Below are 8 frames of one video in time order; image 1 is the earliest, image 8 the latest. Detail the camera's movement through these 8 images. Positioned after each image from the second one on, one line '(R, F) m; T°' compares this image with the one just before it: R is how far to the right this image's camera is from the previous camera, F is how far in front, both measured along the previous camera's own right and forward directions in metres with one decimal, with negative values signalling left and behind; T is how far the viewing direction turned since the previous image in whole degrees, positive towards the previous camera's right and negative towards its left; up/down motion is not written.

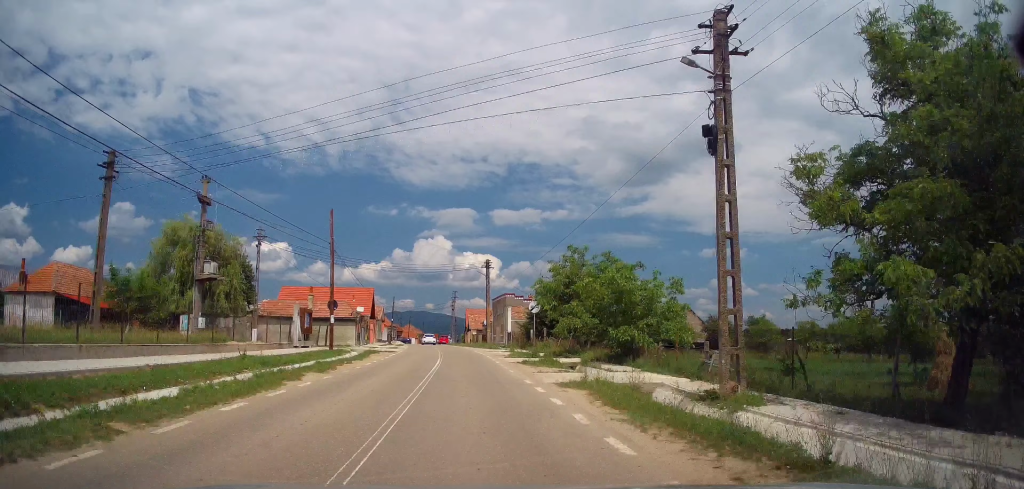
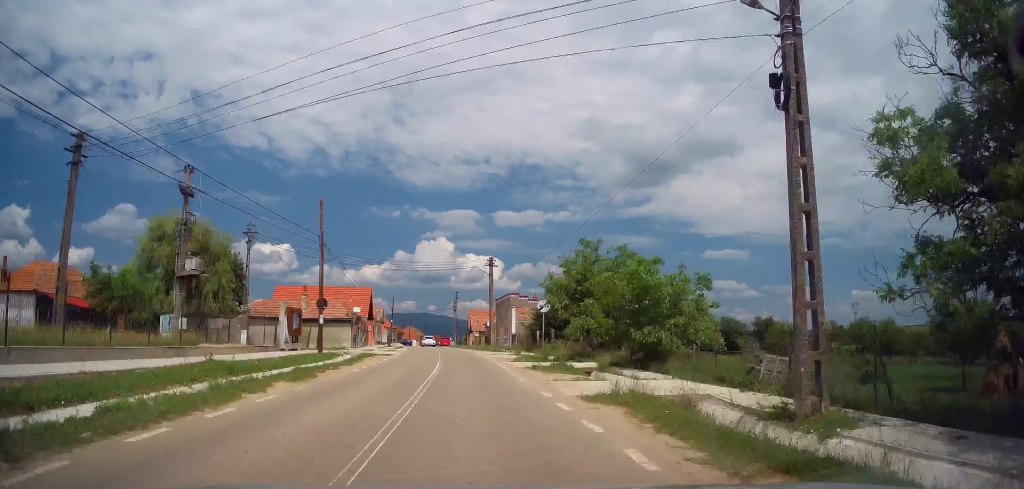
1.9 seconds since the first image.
(-0.2, +18.4) m; -2°
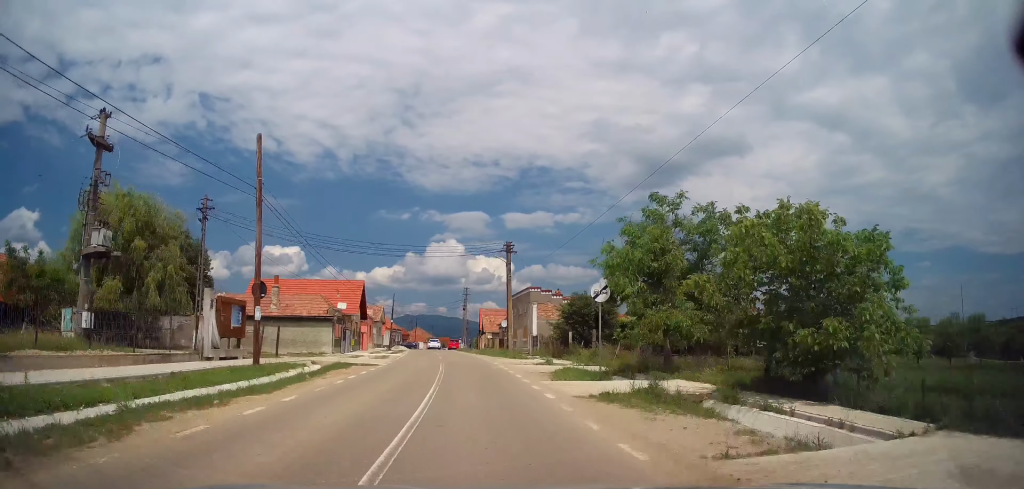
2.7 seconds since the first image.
(-0.2, +8.8) m; 0°
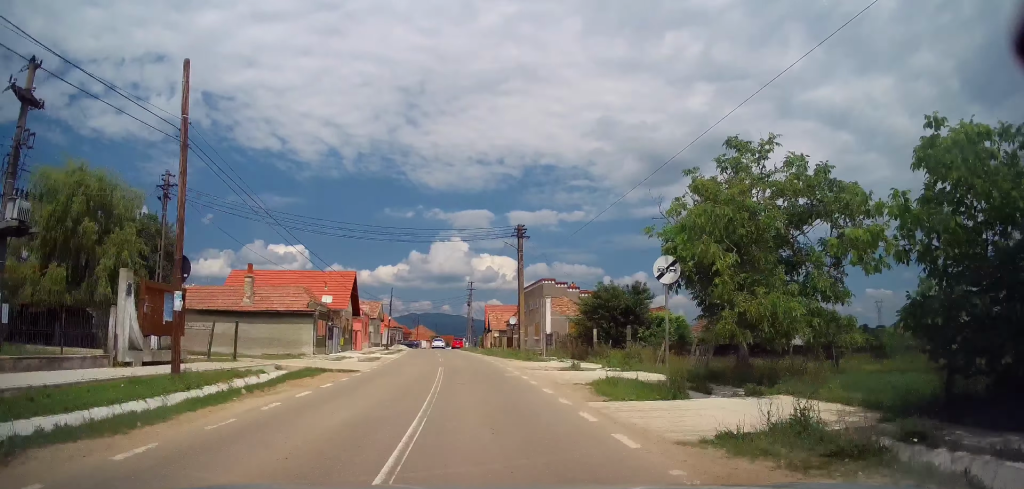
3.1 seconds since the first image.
(+0.2, +5.3) m; 0°
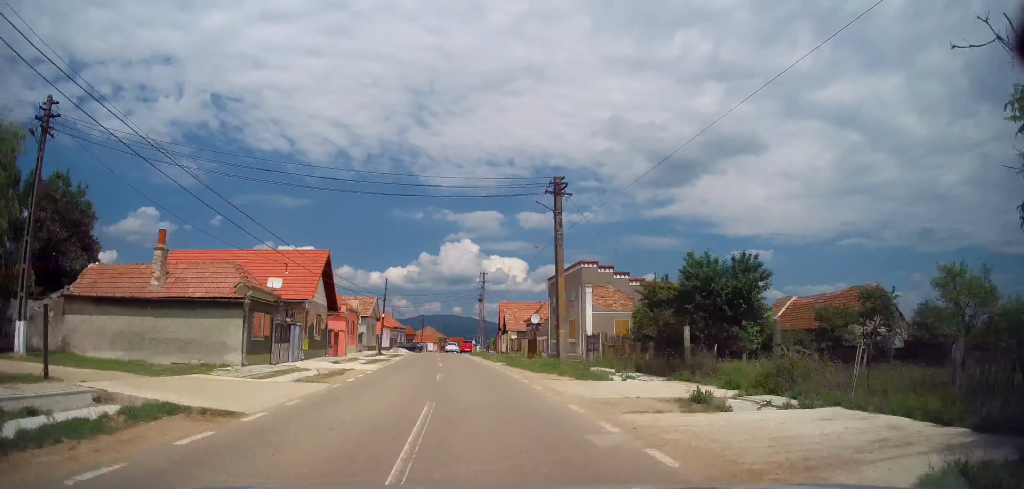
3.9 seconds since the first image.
(0.0, +10.8) m; -1°
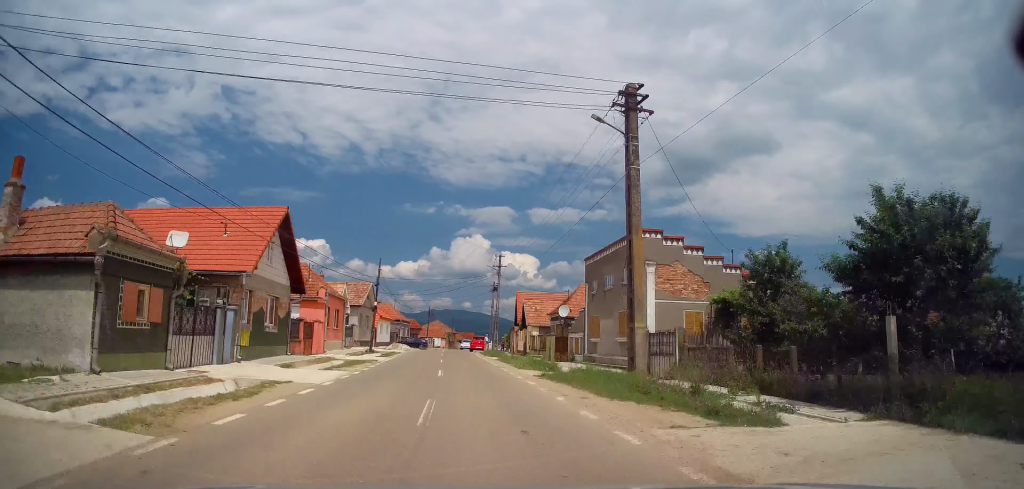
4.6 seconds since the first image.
(-0.1, +8.4) m; -2°
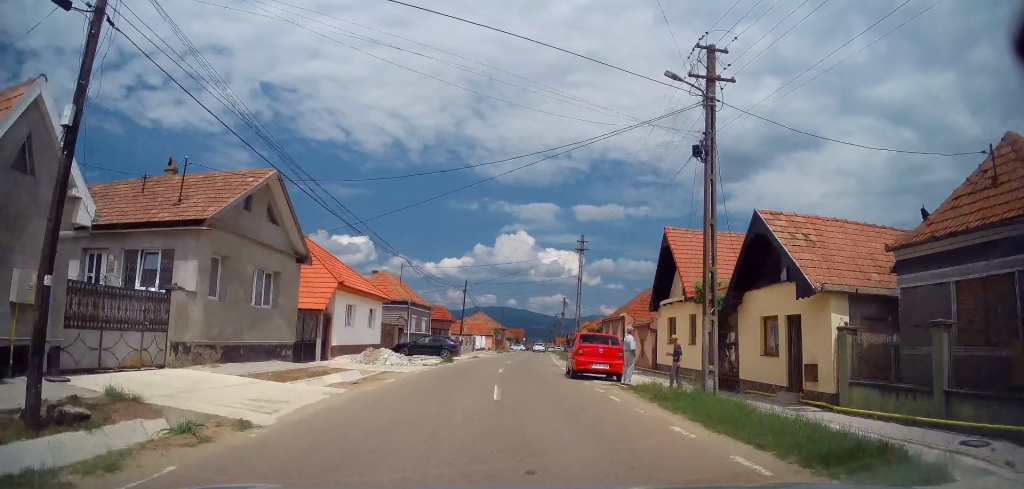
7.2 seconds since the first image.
(-1.0, +34.3) m; -2°
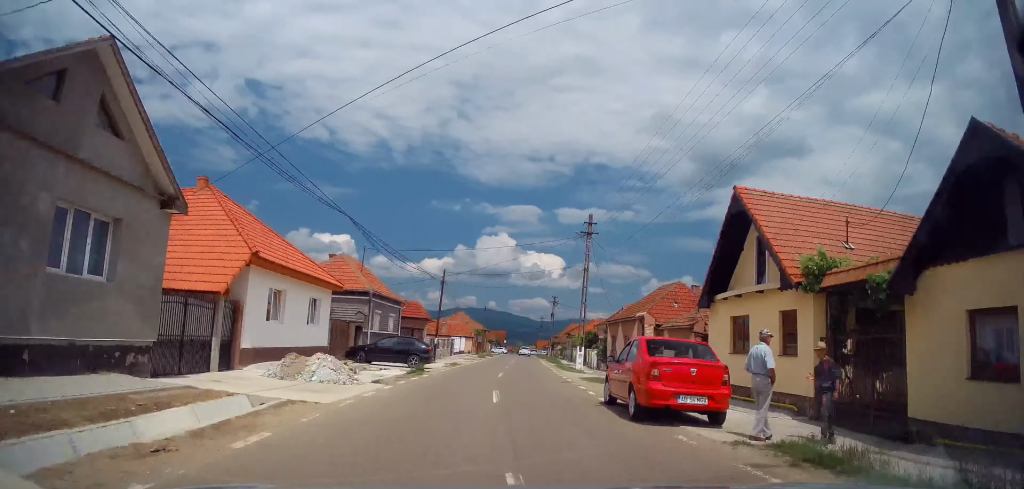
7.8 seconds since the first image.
(0.0, +8.2) m; 0°
